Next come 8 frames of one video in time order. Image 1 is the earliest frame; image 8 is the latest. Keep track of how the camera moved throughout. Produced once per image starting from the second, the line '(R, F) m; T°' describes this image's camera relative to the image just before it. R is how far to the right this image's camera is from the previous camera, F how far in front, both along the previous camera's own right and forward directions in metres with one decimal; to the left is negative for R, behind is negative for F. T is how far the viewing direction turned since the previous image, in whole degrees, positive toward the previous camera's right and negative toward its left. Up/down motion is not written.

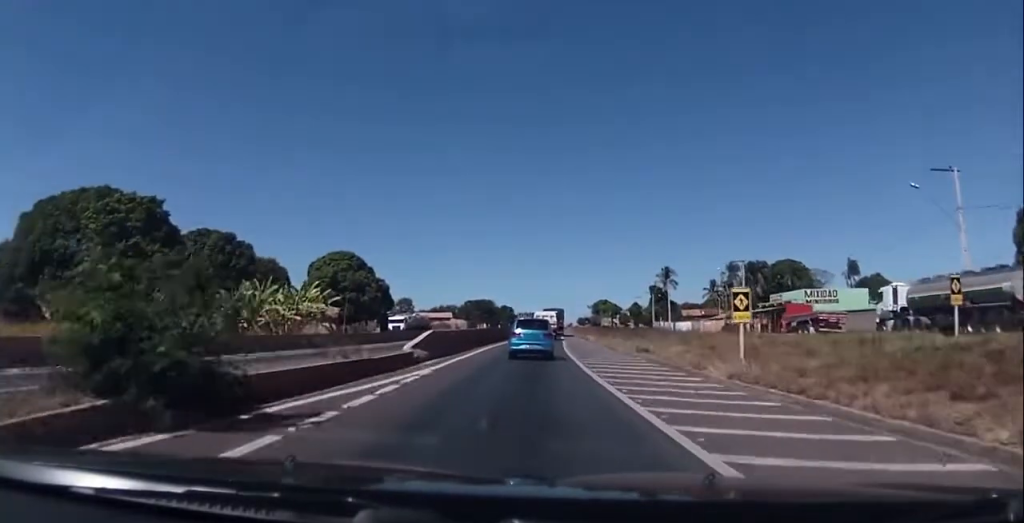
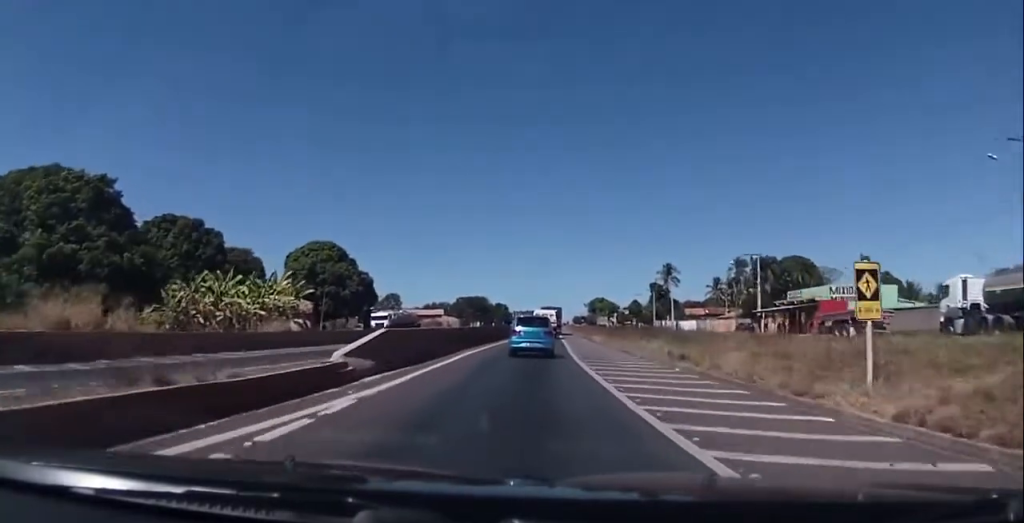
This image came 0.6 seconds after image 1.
(0.0, +7.8) m; 0°
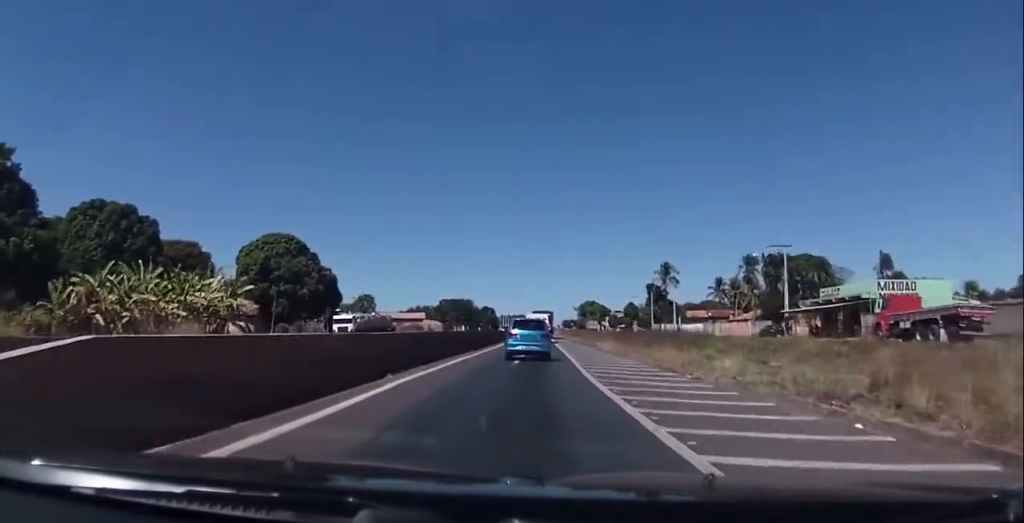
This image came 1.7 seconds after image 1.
(0.0, +12.3) m; +1°
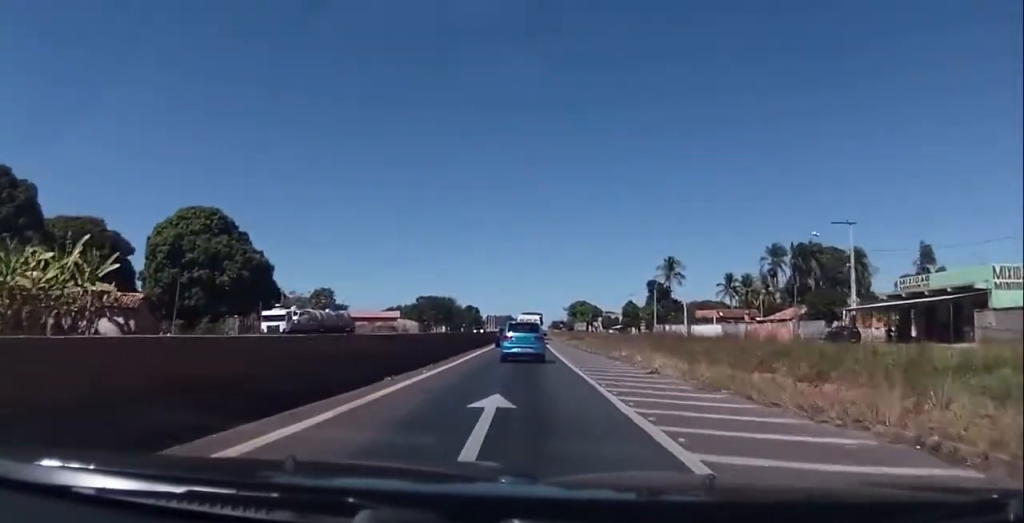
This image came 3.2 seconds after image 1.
(+0.5, +17.5) m; +2°
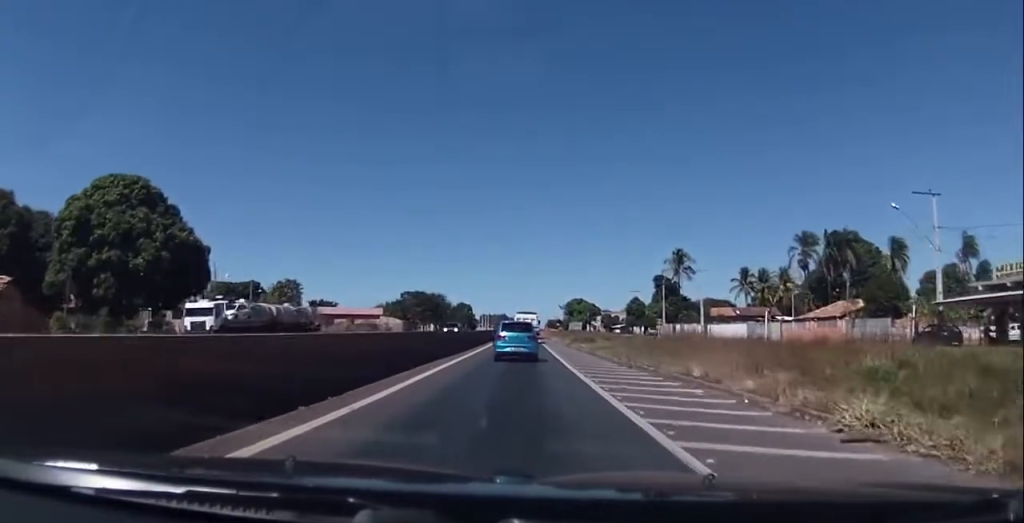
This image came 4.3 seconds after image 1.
(-0.2, +12.7) m; 0°
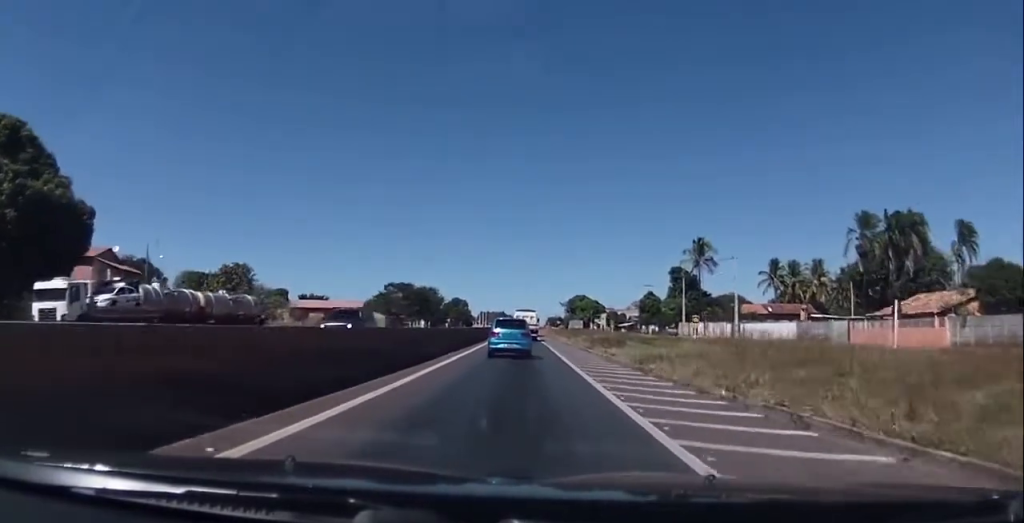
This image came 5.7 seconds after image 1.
(+0.4, +15.4) m; +1°
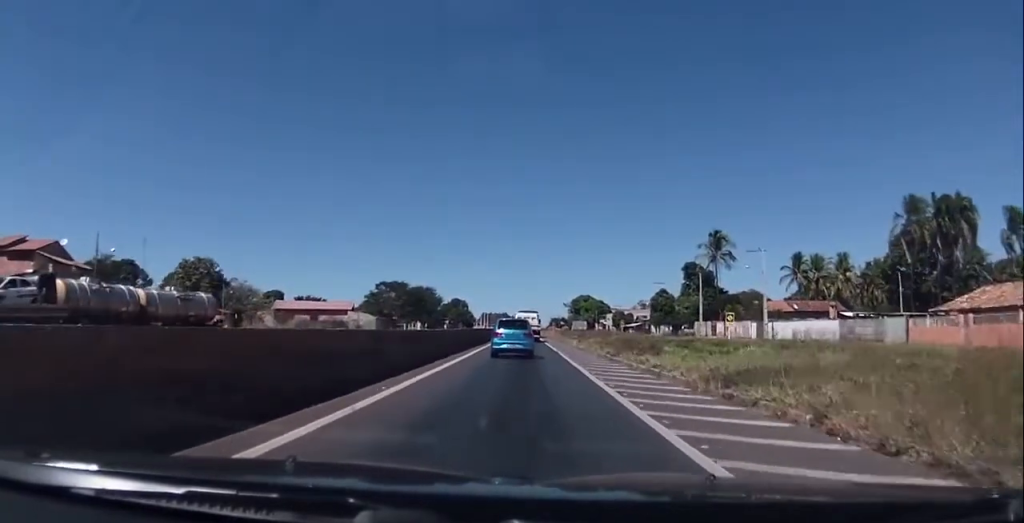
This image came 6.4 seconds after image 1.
(+0.1, +9.0) m; -3°
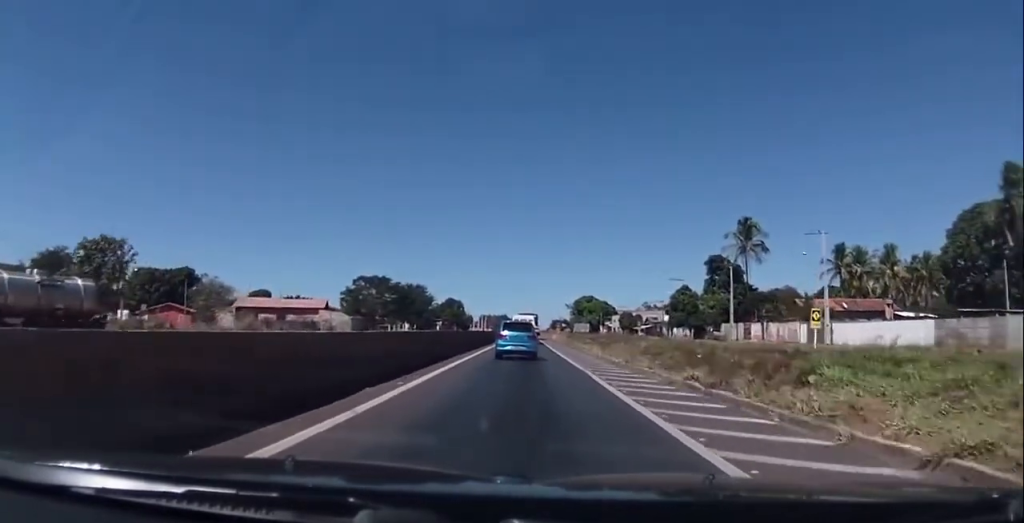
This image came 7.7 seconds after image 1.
(-0.5, +14.8) m; +1°
